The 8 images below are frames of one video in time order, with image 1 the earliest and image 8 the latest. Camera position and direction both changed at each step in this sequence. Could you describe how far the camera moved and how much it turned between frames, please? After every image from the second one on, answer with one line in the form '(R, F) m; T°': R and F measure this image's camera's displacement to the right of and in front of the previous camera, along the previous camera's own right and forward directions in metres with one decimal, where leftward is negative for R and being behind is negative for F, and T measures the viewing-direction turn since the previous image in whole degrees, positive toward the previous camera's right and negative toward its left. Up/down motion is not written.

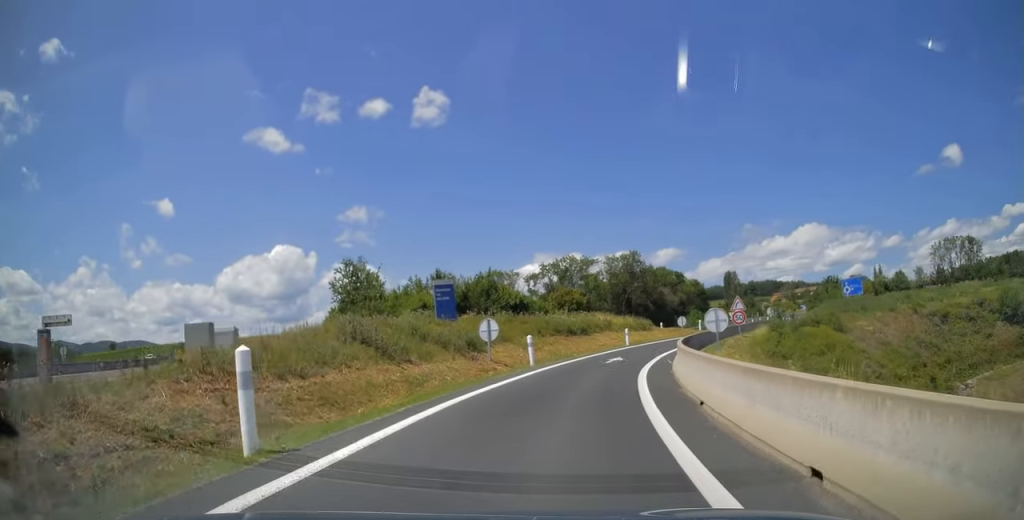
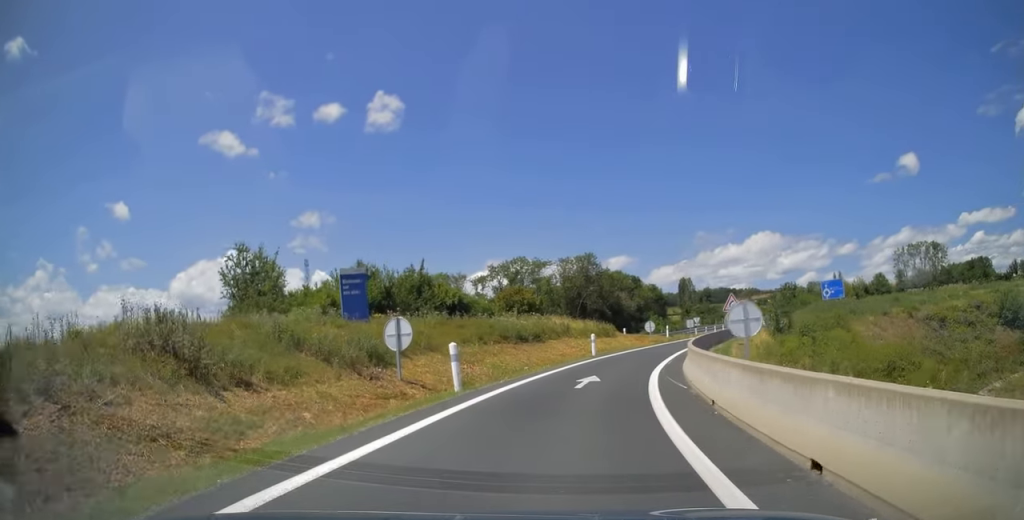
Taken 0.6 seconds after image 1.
(+0.2, +9.6) m; +4°
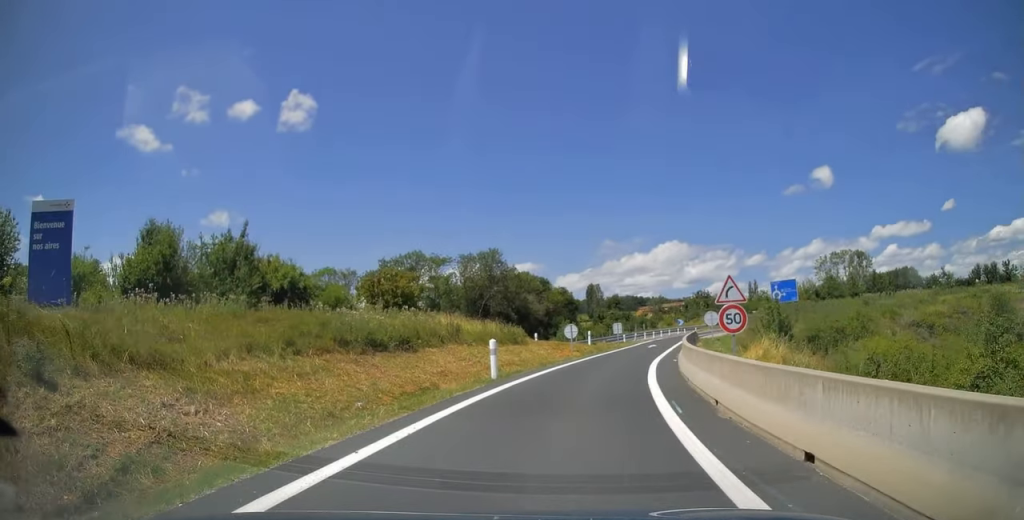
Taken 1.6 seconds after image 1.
(+0.6, +15.0) m; +8°
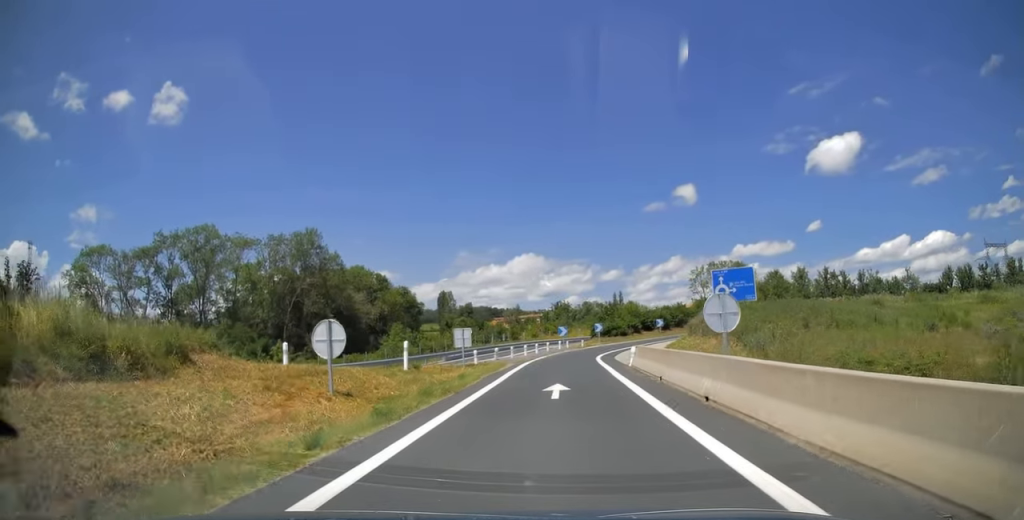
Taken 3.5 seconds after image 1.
(+4.6, +29.4) m; +16°
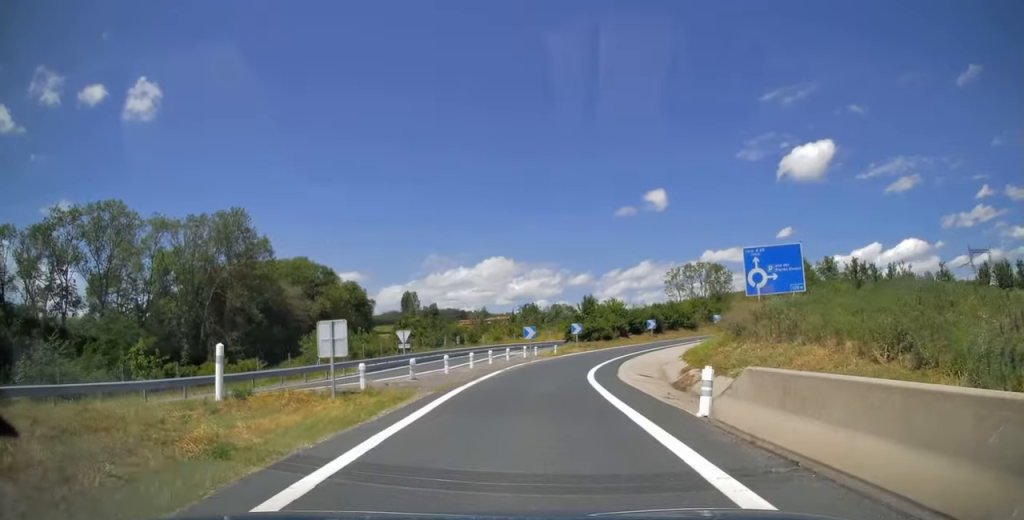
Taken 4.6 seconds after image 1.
(+1.1, +15.4) m; +4°
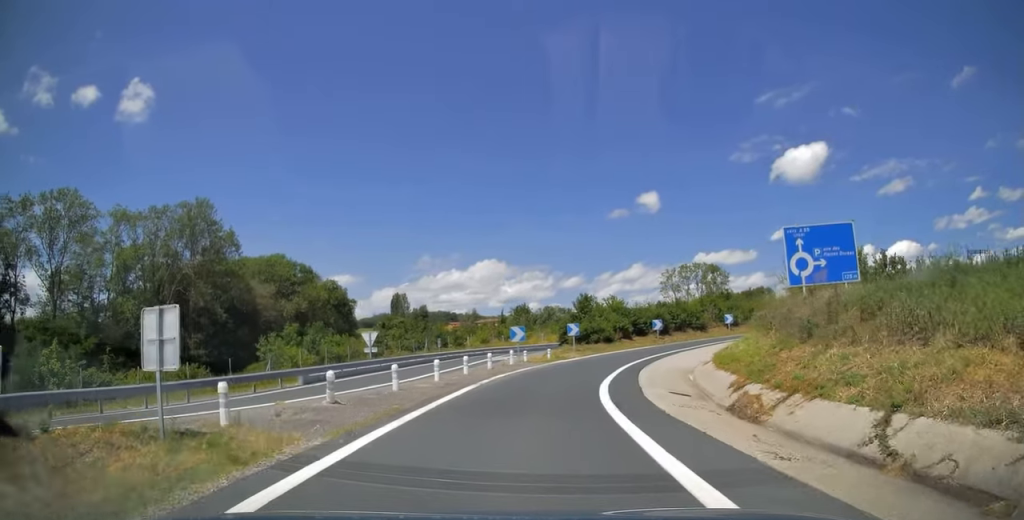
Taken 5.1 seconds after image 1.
(0.0, +7.4) m; +1°
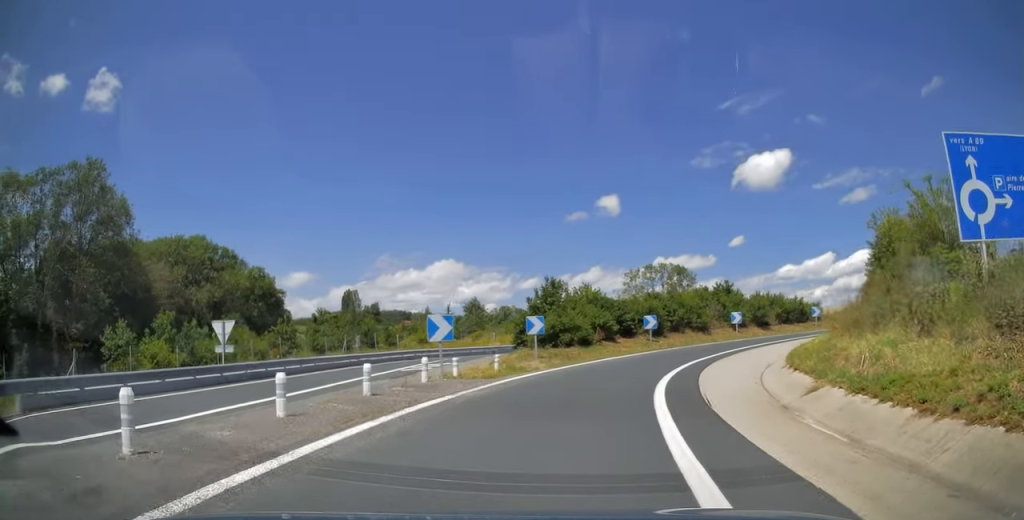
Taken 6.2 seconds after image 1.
(+0.4, +15.0) m; +5°
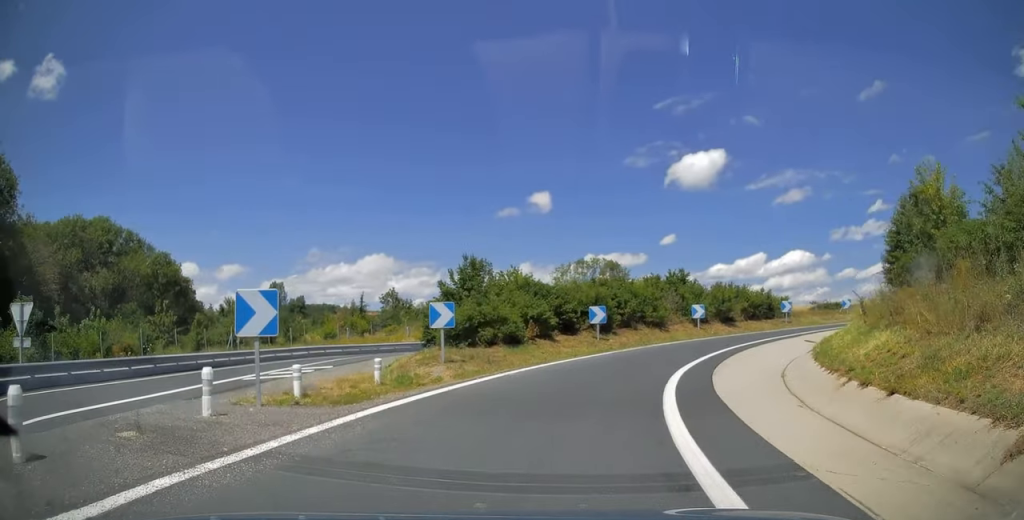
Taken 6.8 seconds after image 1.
(+0.2, +8.9) m; +5°
